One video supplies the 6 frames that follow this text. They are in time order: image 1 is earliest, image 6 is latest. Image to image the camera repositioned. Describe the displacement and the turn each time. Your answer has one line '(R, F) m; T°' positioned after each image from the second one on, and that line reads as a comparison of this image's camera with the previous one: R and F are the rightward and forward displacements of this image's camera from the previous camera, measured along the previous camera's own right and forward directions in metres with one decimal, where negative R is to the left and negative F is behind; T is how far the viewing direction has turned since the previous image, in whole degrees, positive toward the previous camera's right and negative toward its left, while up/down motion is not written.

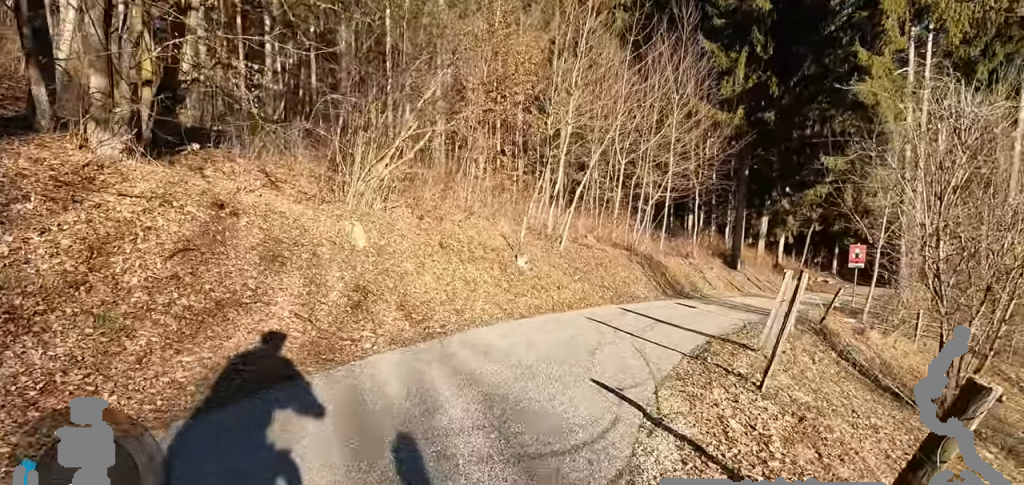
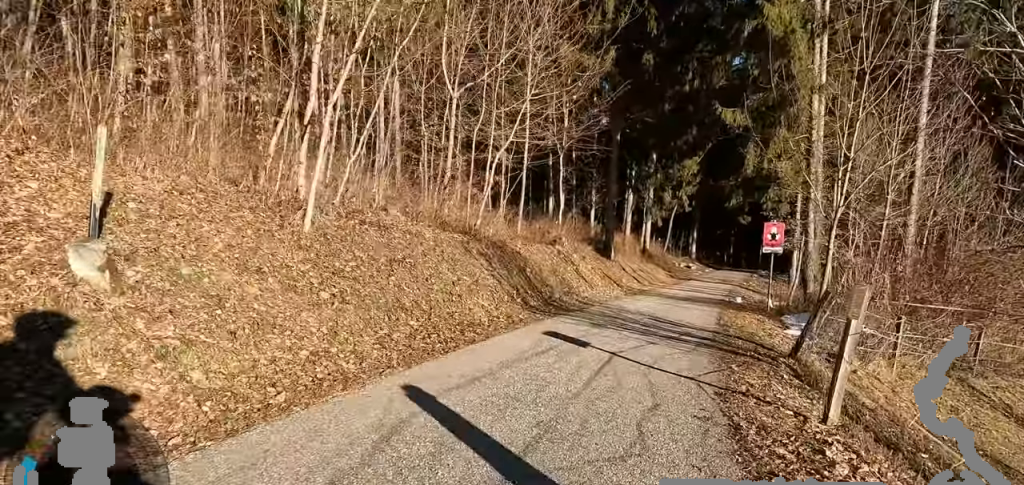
(0.0, +8.1) m; 0°
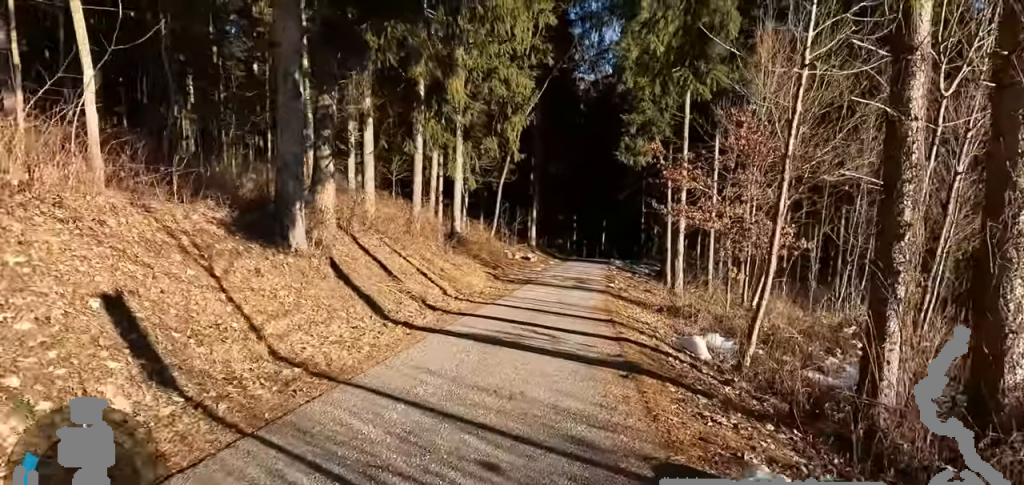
(+1.2, +14.7) m; +14°
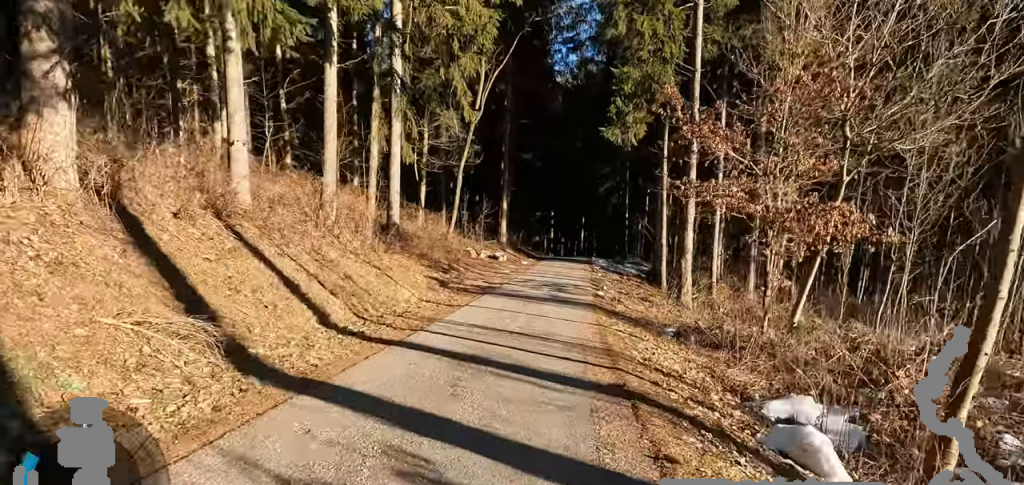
(+0.3, +4.6) m; +3°
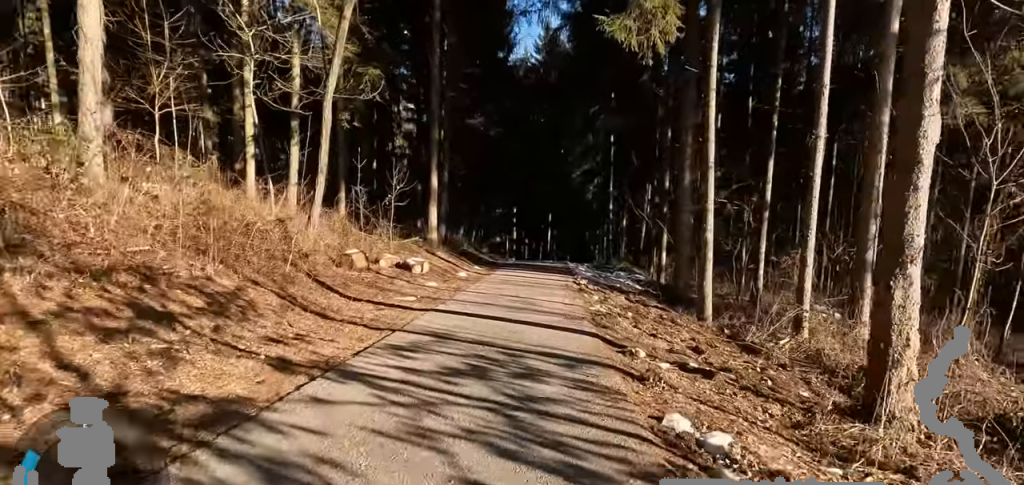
(0.0, +9.8) m; 0°
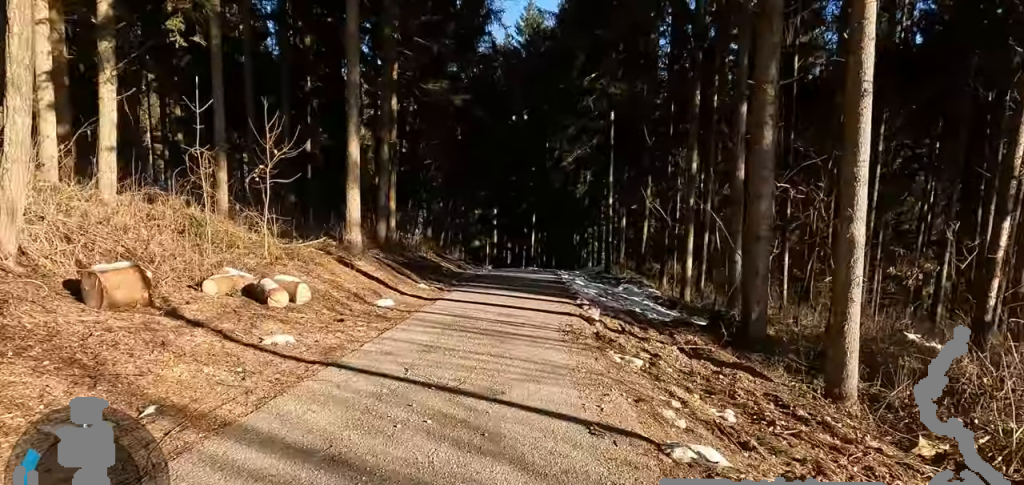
(0.0, +6.3) m; 0°
